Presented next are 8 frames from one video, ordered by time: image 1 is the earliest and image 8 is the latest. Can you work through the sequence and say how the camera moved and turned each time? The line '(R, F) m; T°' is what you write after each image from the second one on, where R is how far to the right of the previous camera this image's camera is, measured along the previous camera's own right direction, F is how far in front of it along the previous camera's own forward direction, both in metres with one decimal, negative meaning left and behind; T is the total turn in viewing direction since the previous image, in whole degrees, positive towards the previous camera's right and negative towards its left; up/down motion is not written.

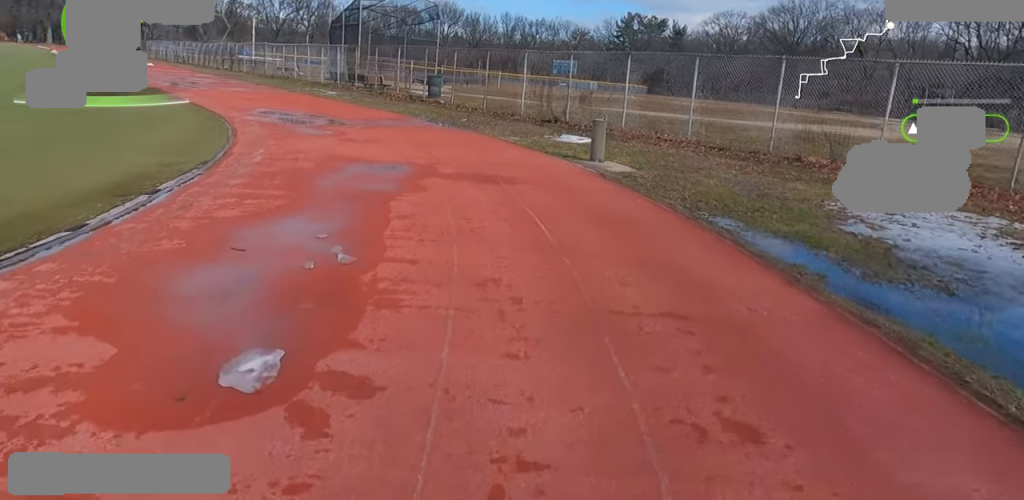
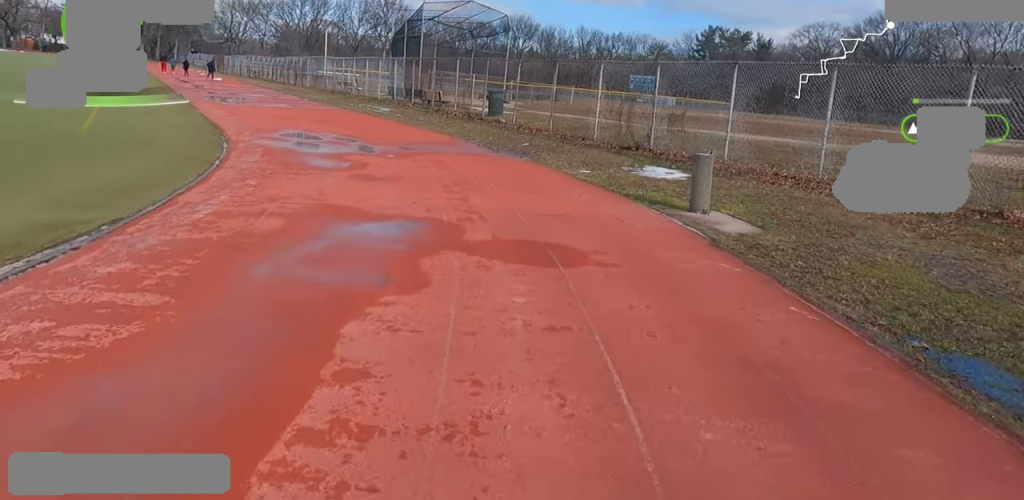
(-0.6, +4.1) m; 0°
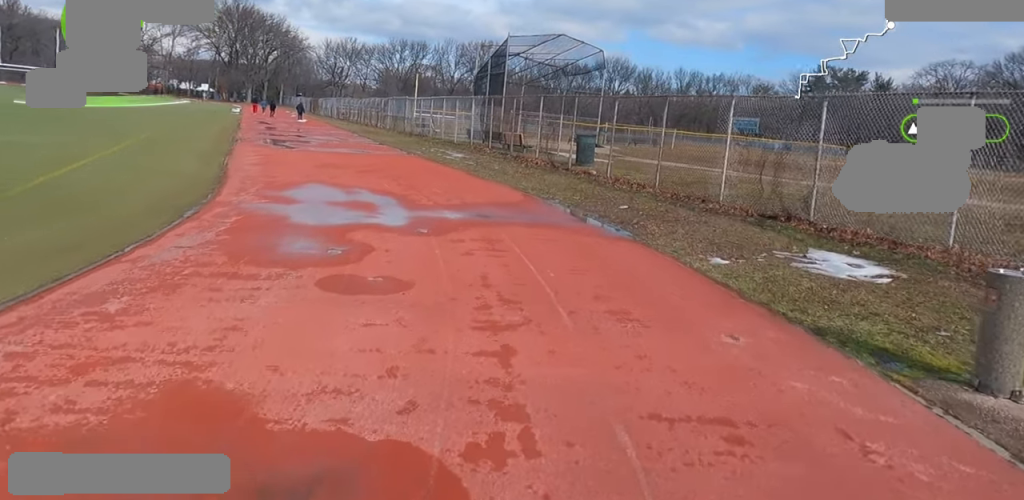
(+0.5, +5.5) m; -5°
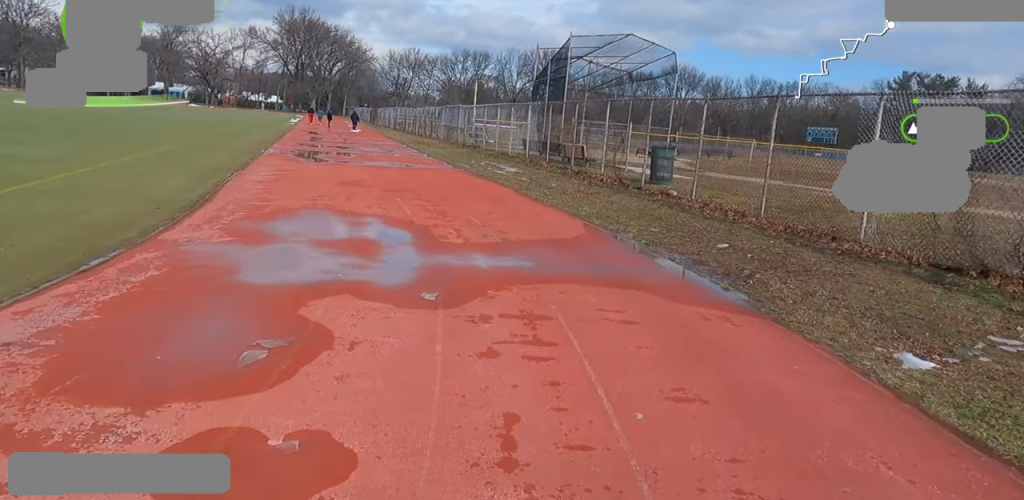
(-0.5, +3.9) m; -14°
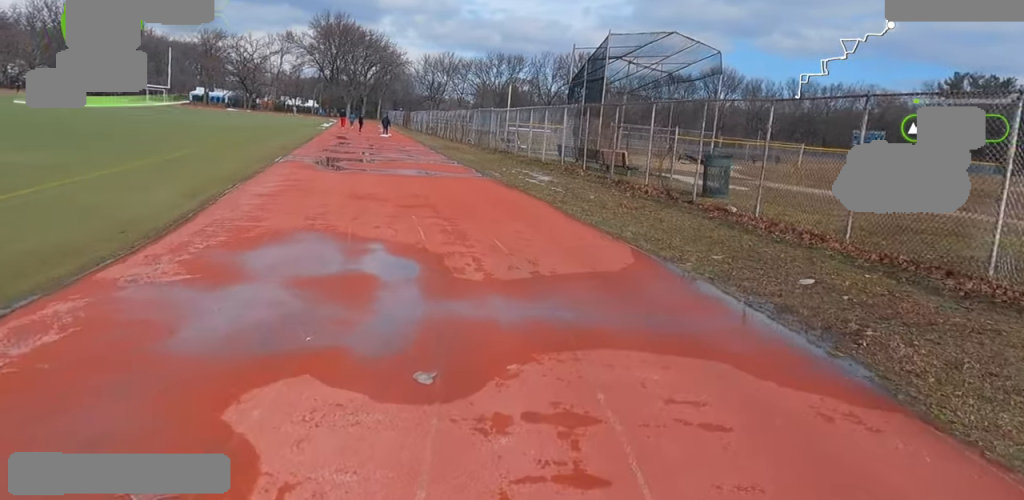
(-0.3, +2.2) m; -1°
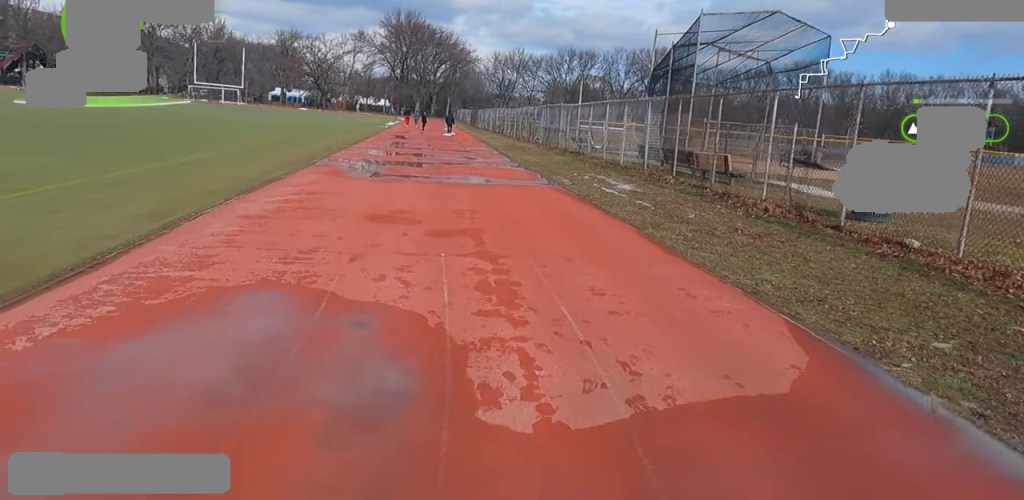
(-0.3, +4.3) m; +1°
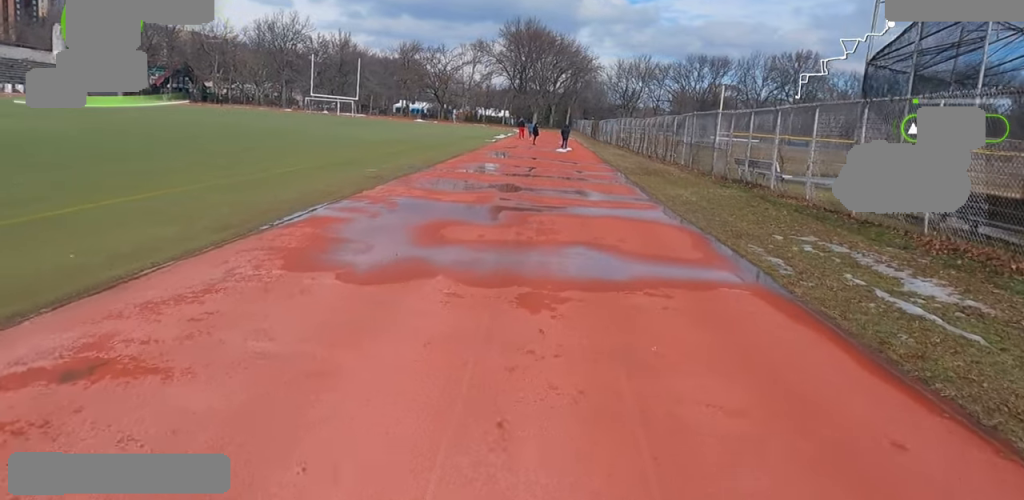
(+0.5, +9.8) m; -6°
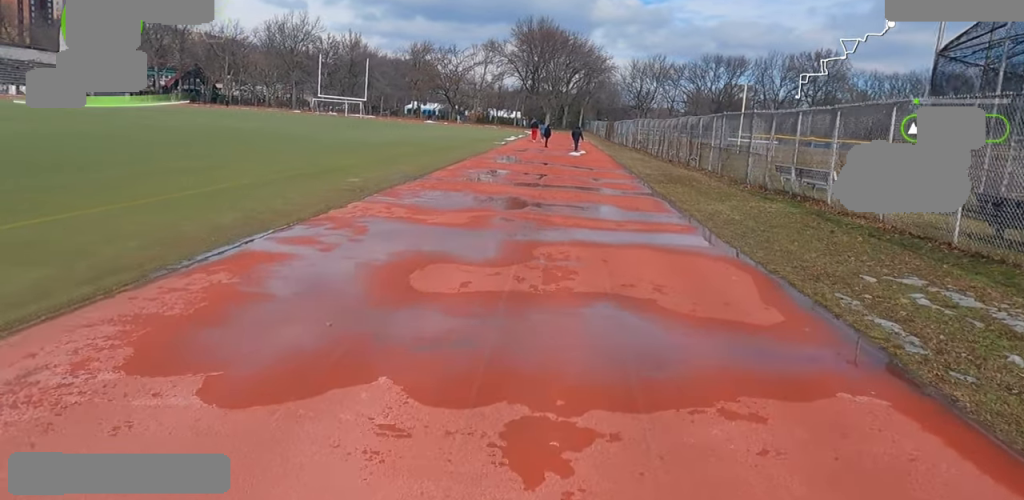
(-0.1, +3.1) m; -8°
